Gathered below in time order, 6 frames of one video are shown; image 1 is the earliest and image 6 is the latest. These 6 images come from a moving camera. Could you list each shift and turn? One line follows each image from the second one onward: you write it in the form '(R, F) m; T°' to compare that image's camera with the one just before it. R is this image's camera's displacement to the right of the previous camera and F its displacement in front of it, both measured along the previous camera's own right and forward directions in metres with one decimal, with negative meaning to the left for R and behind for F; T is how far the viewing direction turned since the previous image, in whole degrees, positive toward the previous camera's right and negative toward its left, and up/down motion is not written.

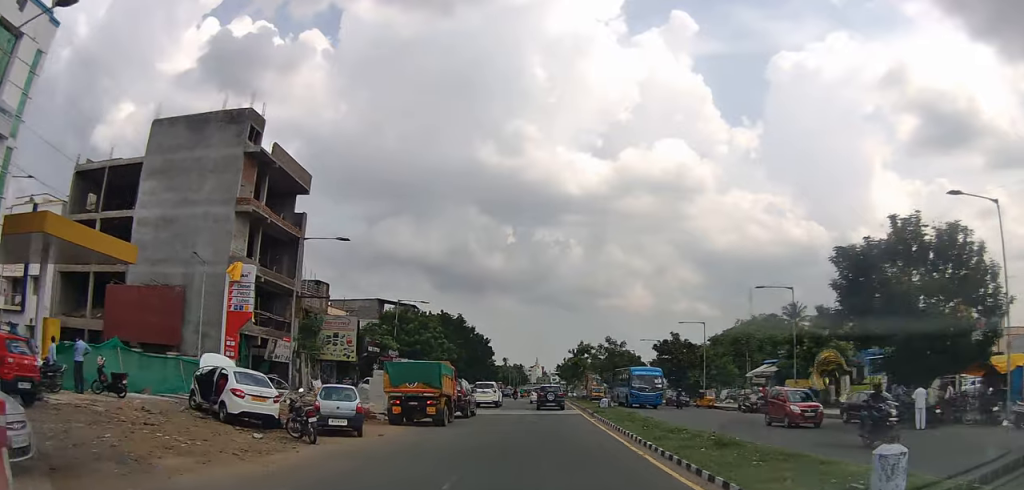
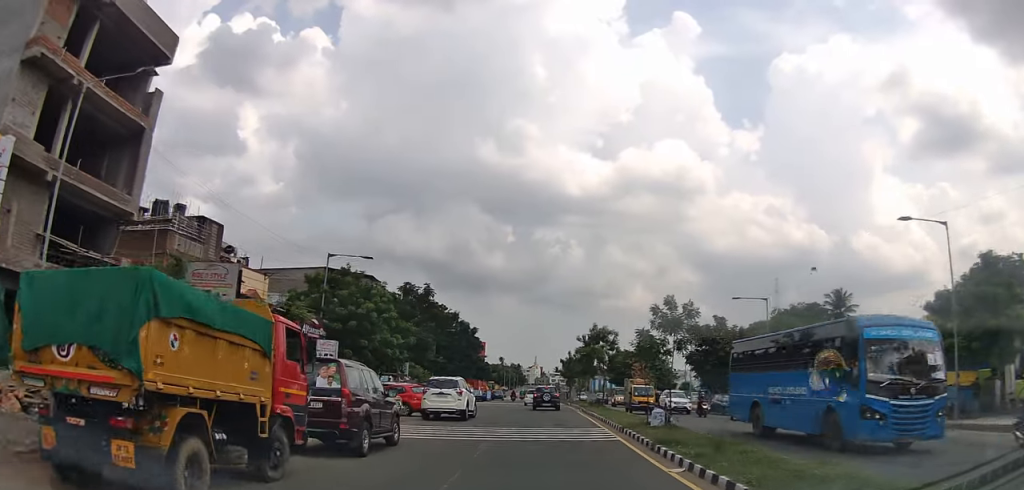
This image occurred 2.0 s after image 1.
(0.0, +18.8) m; 0°
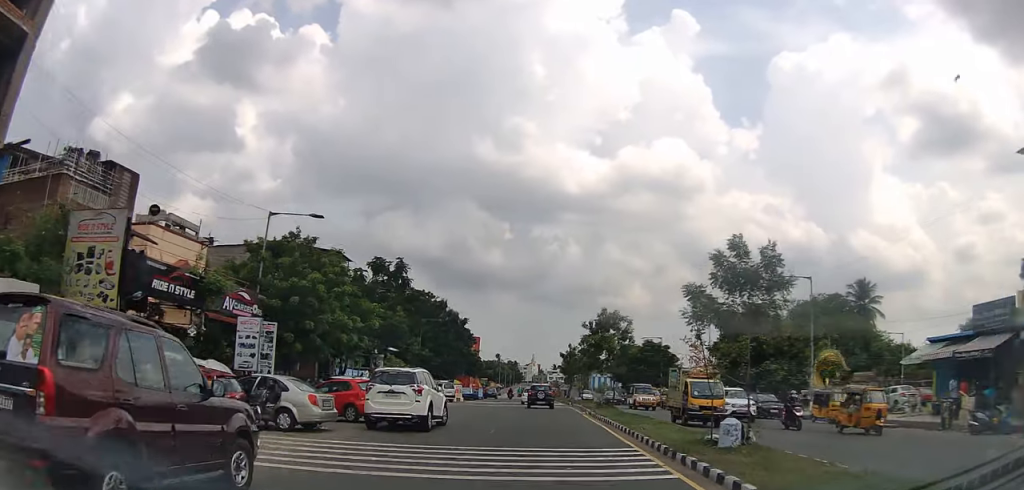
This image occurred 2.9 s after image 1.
(0.0, +7.7) m; 0°
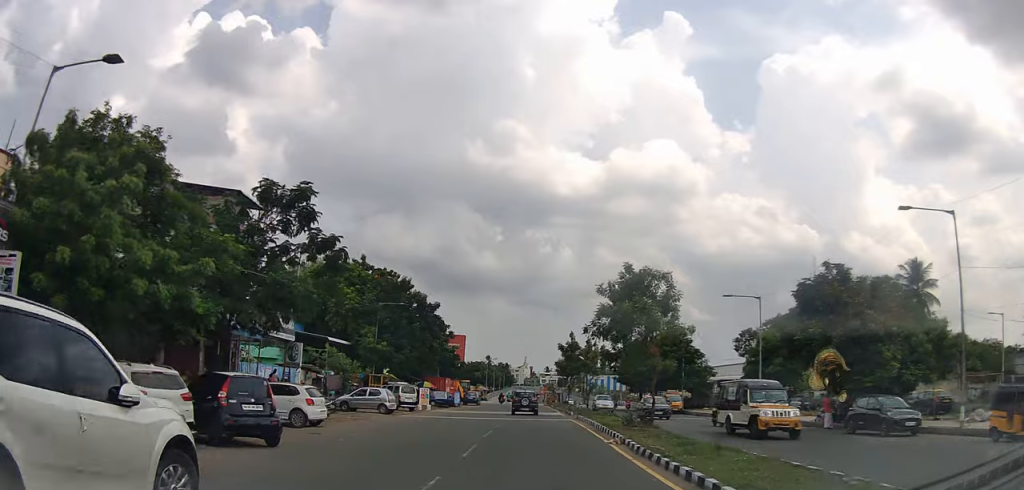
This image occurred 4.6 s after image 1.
(+0.1, +14.4) m; 0°
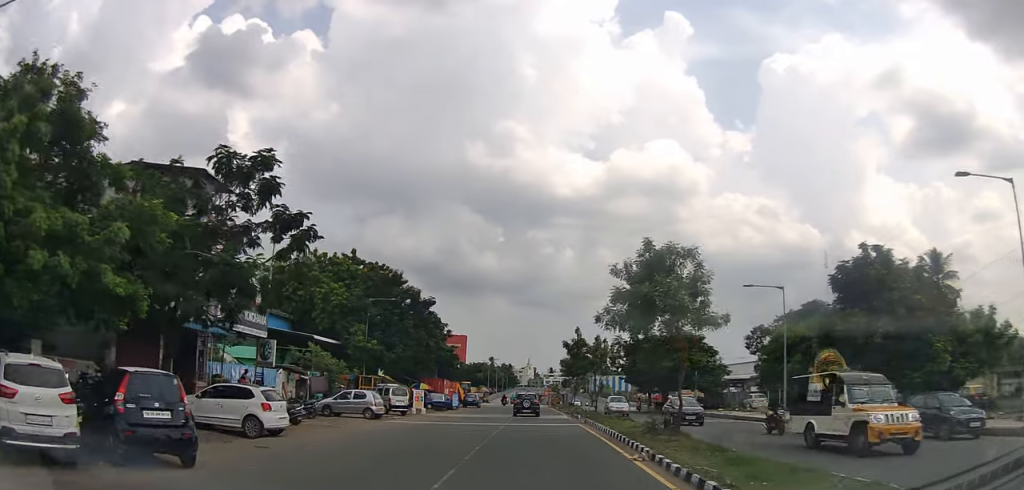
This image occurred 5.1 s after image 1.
(0.0, +3.9) m; 0°
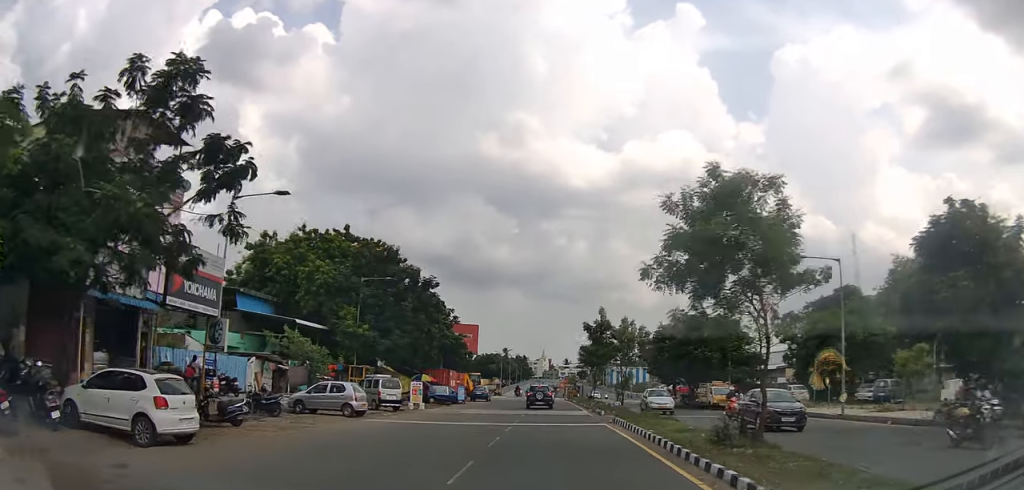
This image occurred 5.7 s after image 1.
(0.0, +6.3) m; -1°
